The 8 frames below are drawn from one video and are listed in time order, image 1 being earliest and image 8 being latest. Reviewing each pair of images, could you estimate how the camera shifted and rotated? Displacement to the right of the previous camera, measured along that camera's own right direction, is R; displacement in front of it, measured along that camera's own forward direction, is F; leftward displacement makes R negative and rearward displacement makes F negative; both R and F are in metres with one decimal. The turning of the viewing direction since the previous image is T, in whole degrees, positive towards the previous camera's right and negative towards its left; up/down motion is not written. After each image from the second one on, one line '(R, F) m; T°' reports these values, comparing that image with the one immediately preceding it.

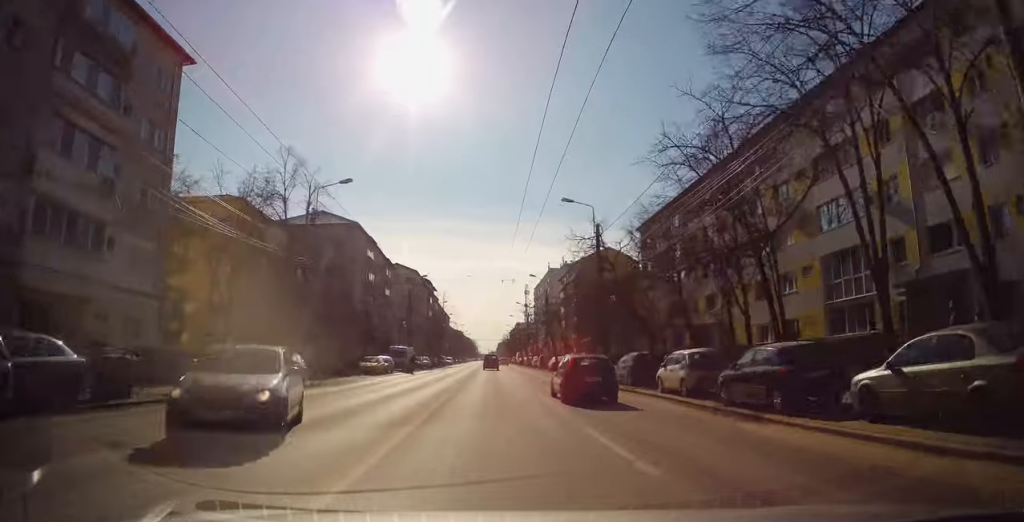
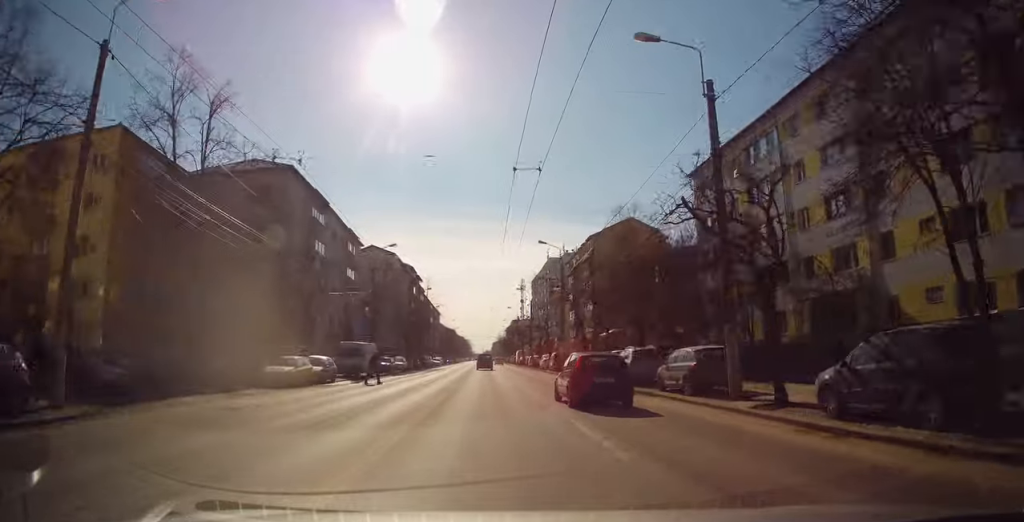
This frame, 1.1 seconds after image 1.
(-0.3, +17.4) m; 0°
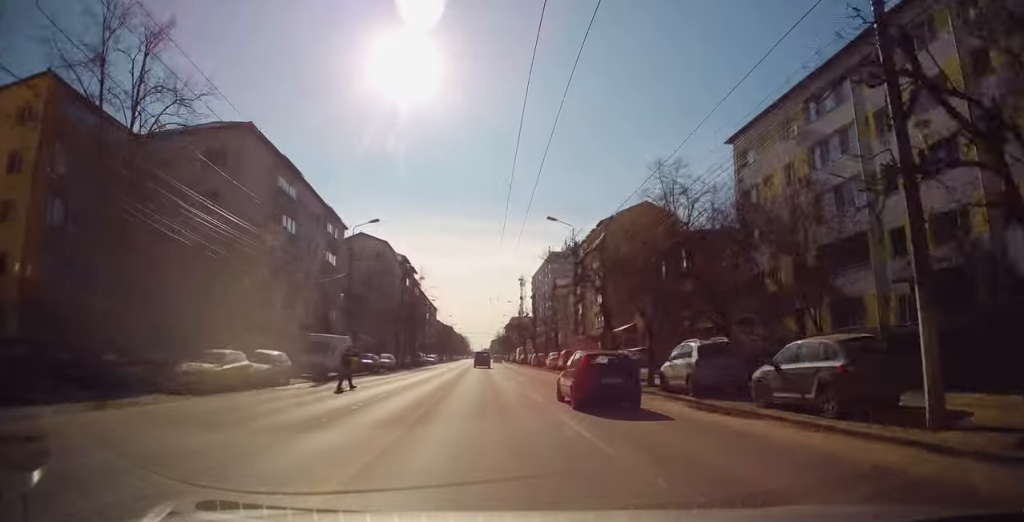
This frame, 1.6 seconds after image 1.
(+0.1, +7.3) m; +1°
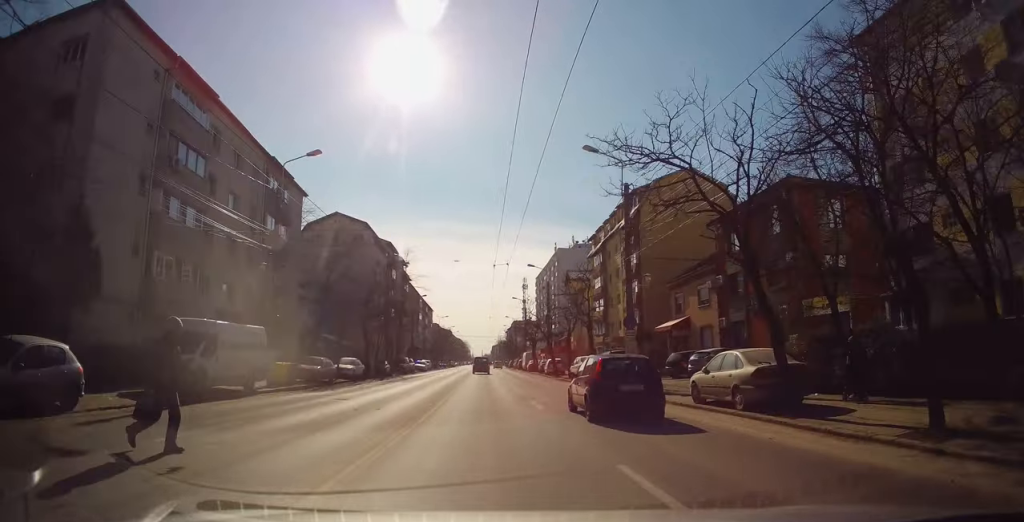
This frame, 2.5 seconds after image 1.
(+0.1, +14.2) m; 0°
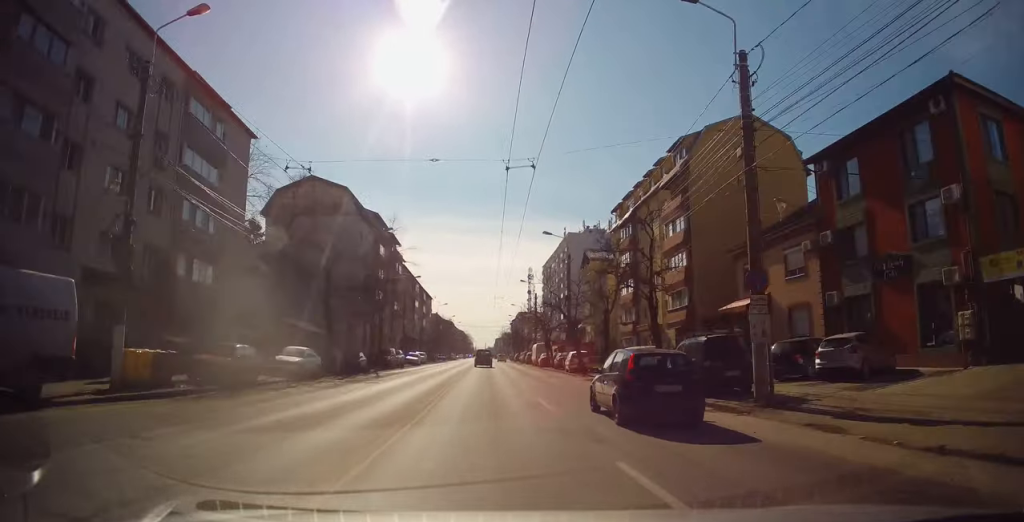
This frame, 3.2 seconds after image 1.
(-0.1, +11.8) m; -1°
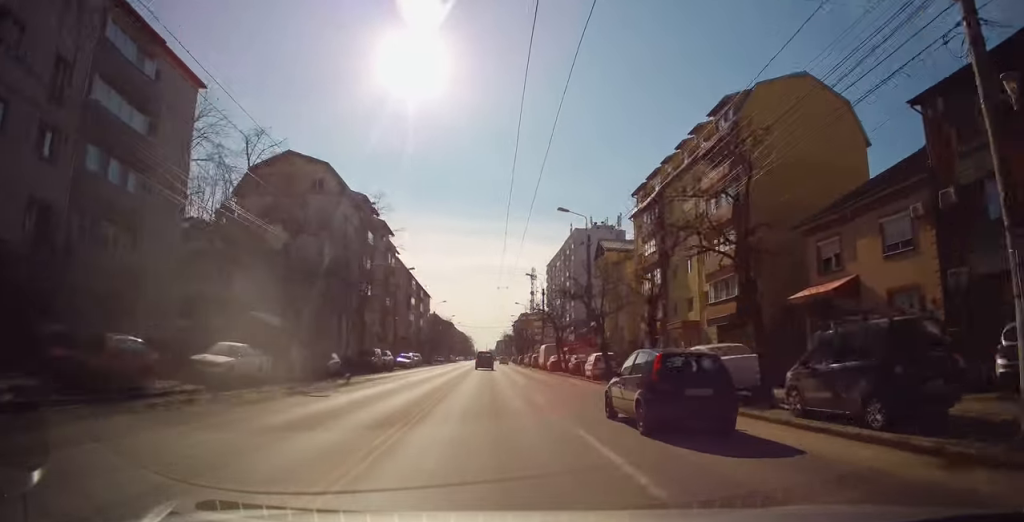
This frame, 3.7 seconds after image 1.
(-0.2, +7.6) m; 0°
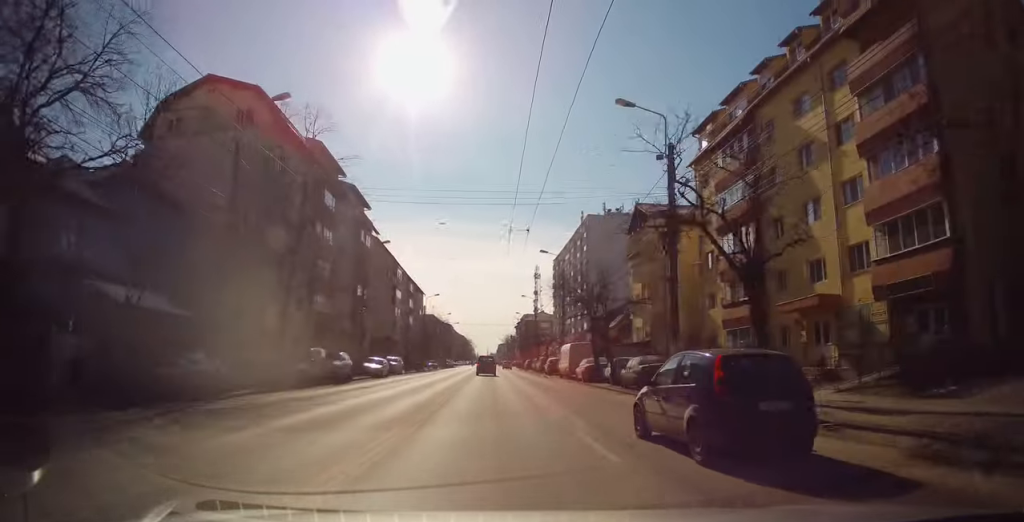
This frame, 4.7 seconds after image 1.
(+0.2, +16.0) m; 0°
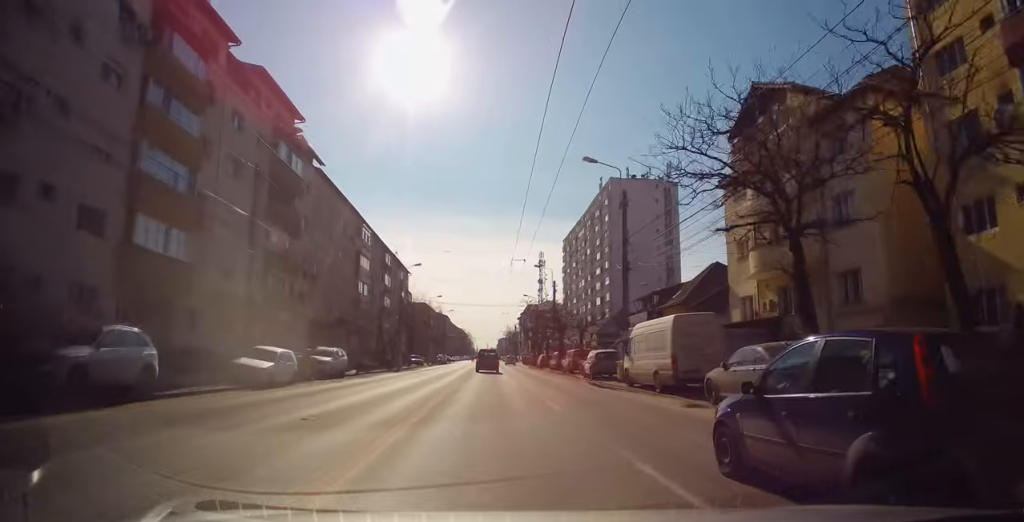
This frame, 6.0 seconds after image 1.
(-0.3, +21.9) m; 0°
